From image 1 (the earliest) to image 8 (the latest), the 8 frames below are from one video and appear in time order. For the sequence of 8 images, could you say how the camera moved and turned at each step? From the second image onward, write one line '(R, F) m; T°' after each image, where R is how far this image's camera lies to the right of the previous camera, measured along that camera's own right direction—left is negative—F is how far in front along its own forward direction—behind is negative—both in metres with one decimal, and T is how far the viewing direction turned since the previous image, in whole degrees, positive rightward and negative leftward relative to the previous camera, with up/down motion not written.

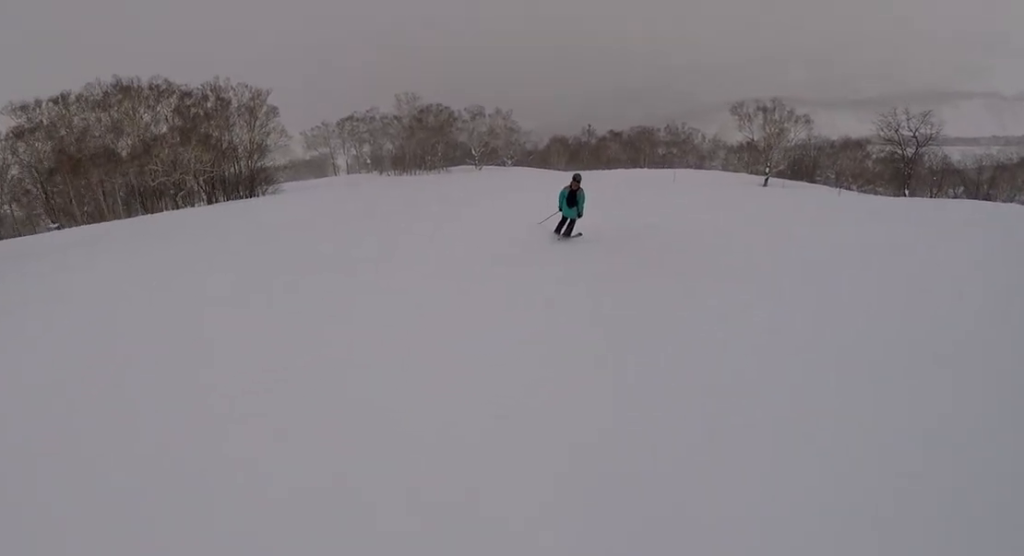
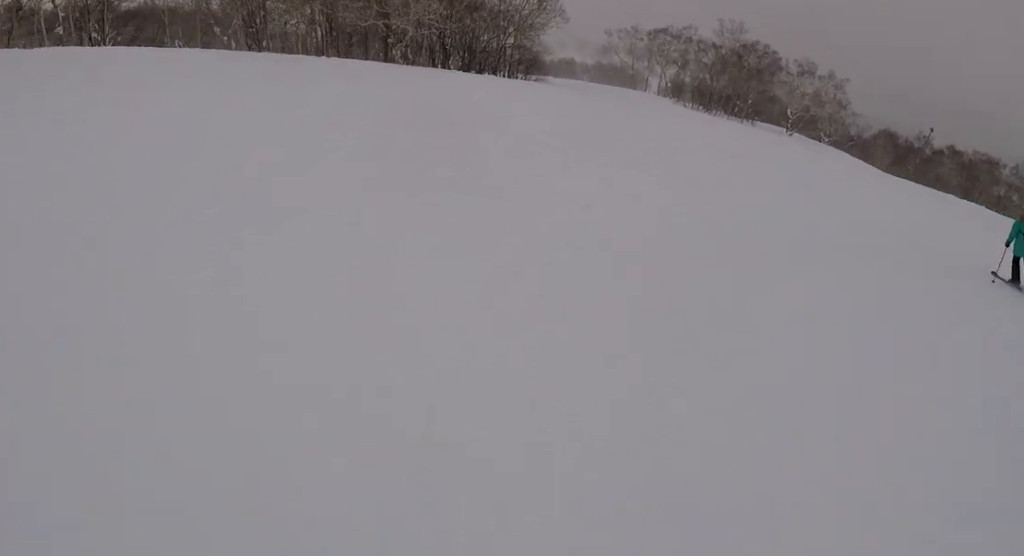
(-2.1, +13.6) m; -17°
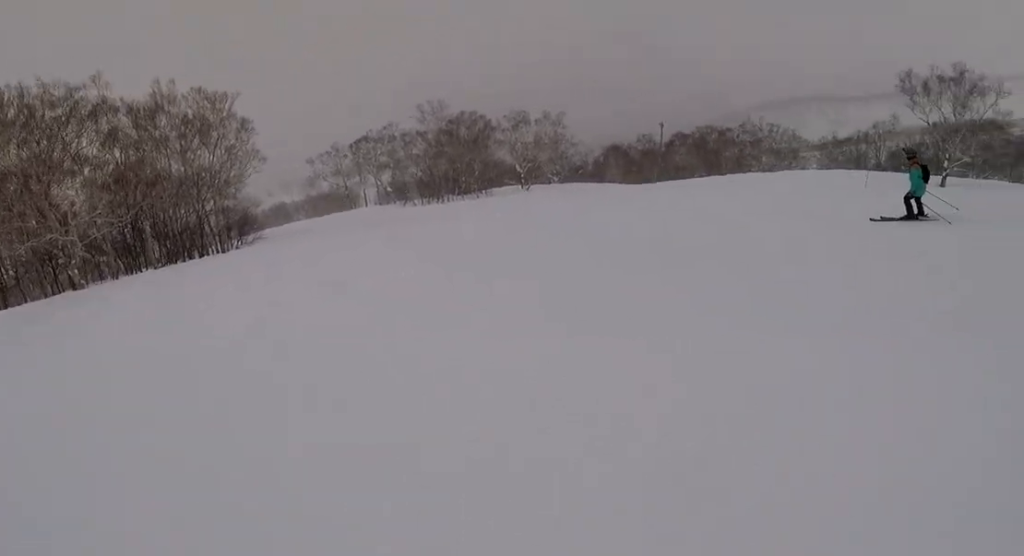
(-1.5, +10.3) m; +6°
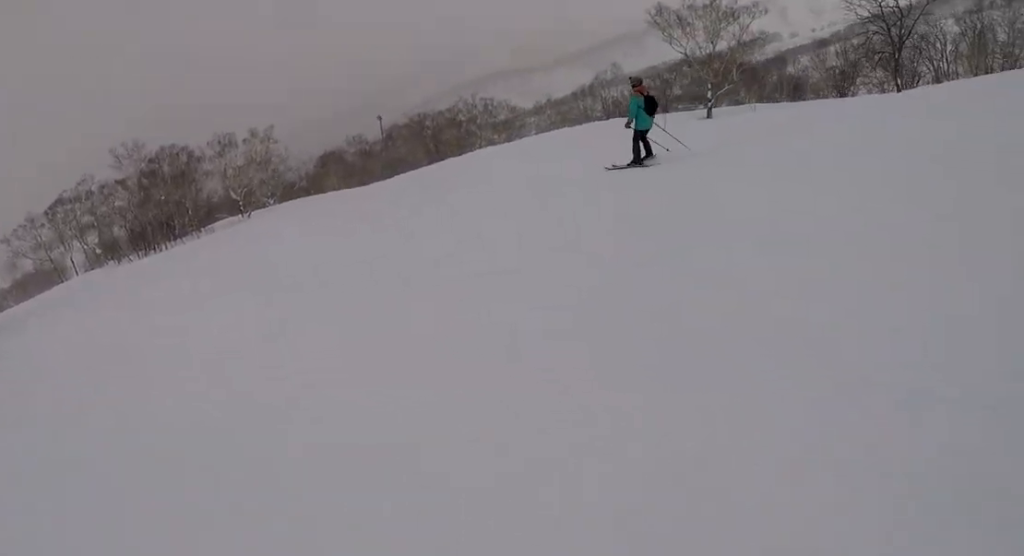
(+2.1, +7.0) m; +18°
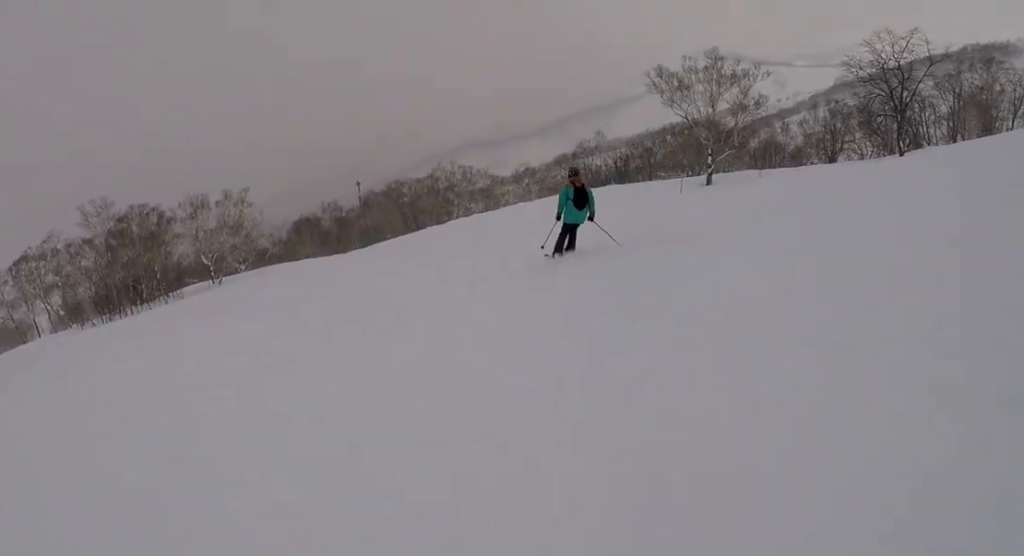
(+0.4, +4.0) m; +8°
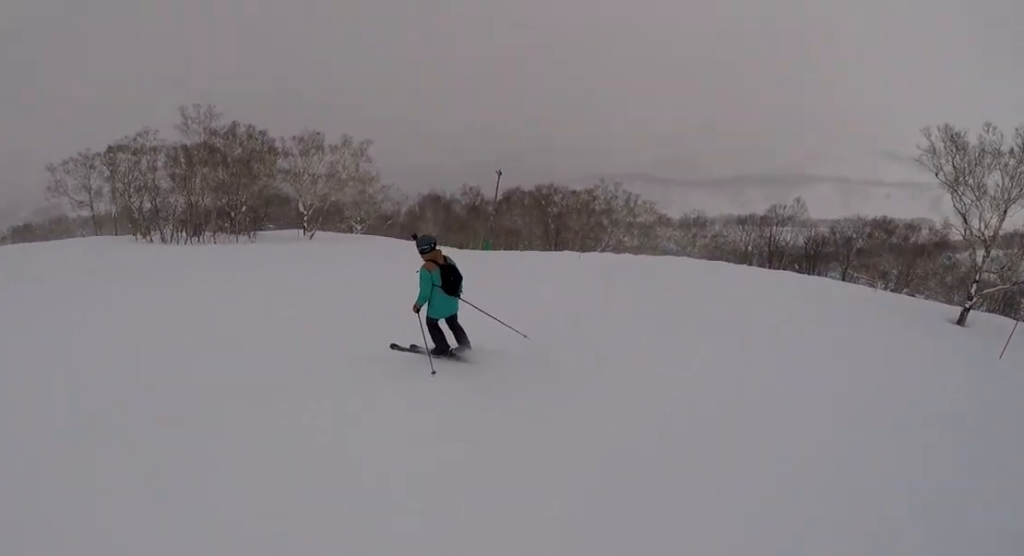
(+2.7, +15.2) m; +6°
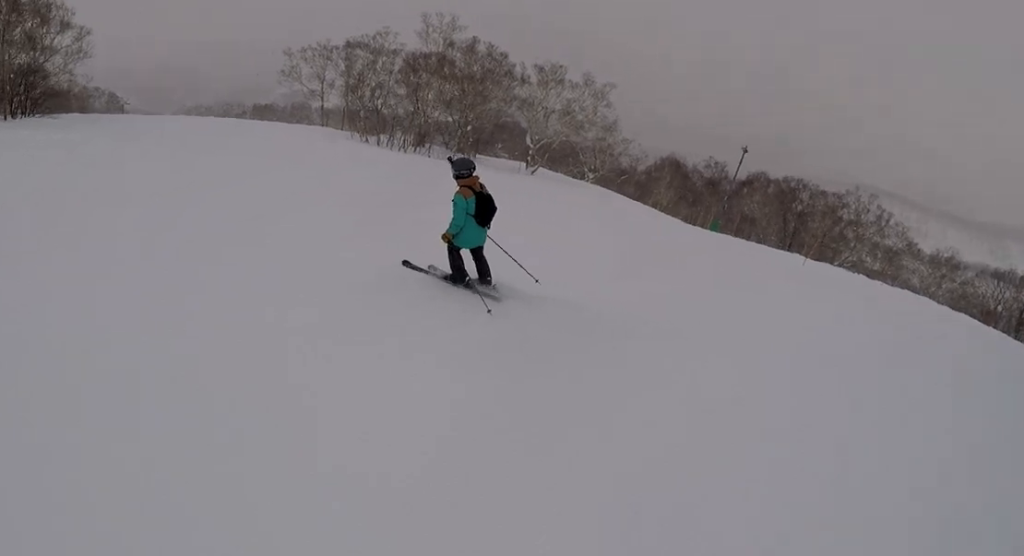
(-0.8, +3.5) m; -15°
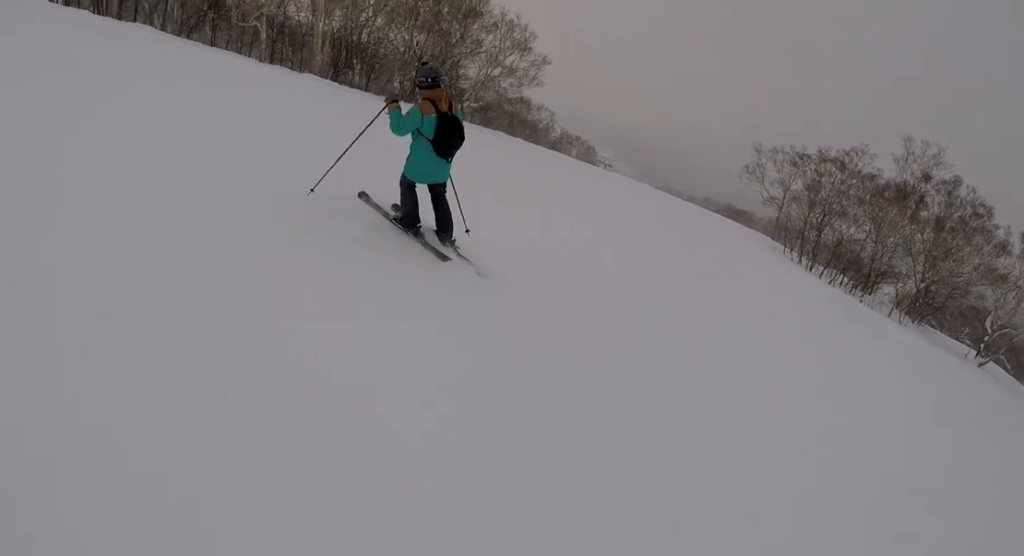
(-2.3, +6.9) m; -31°
